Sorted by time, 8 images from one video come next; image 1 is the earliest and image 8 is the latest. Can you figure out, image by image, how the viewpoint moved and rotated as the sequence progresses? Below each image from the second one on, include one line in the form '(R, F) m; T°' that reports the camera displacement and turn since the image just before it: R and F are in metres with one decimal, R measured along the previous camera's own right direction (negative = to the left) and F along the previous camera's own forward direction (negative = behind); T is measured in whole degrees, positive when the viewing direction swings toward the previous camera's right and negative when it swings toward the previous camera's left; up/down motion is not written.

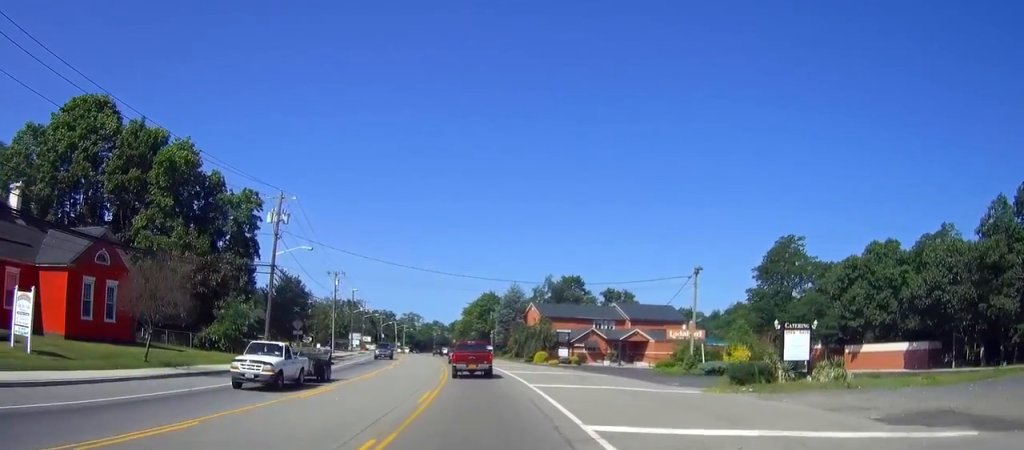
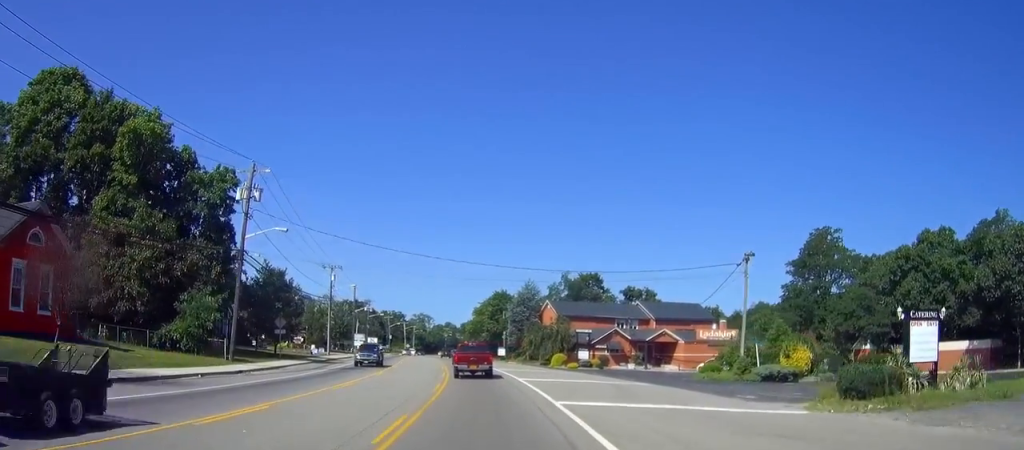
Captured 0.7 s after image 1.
(-0.1, +8.5) m; -1°
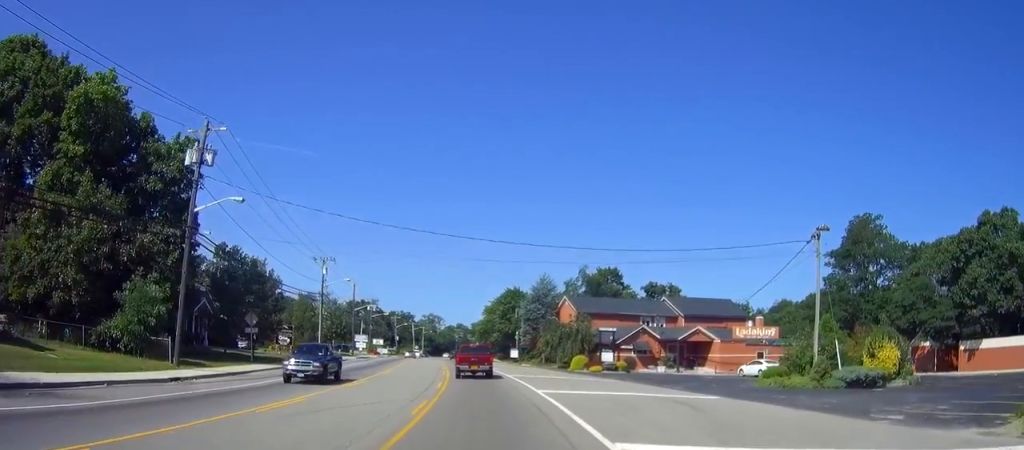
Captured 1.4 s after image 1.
(0.0, +9.0) m; -1°
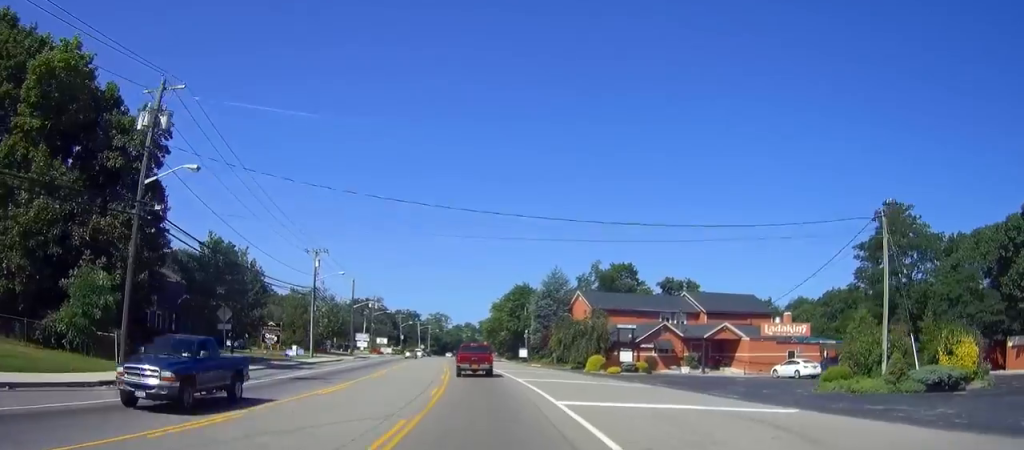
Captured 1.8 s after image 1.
(-0.1, +6.1) m; -1°
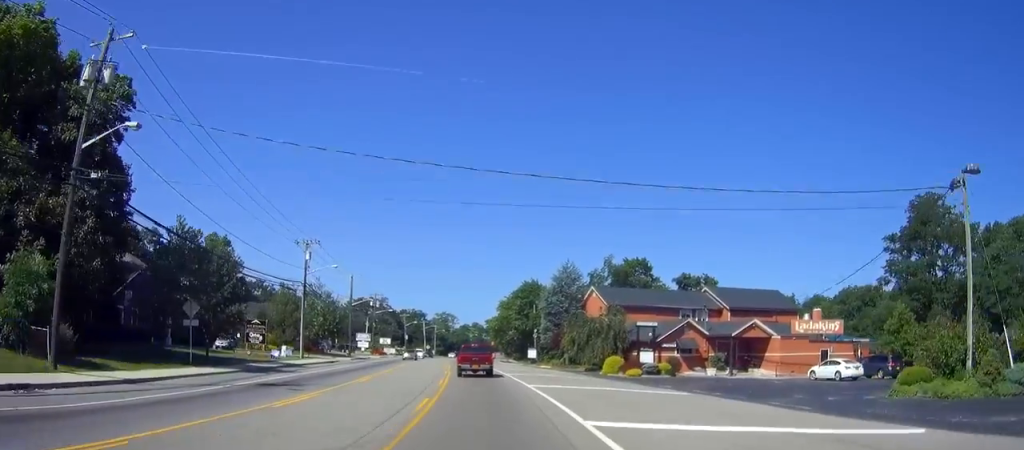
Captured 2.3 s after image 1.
(-0.1, +5.7) m; -1°
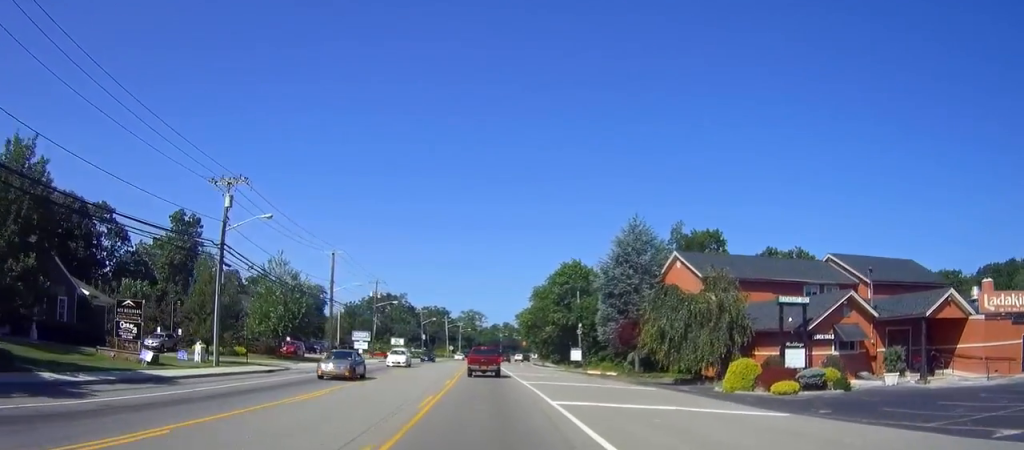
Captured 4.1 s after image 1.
(-0.2, +24.6) m; -1°
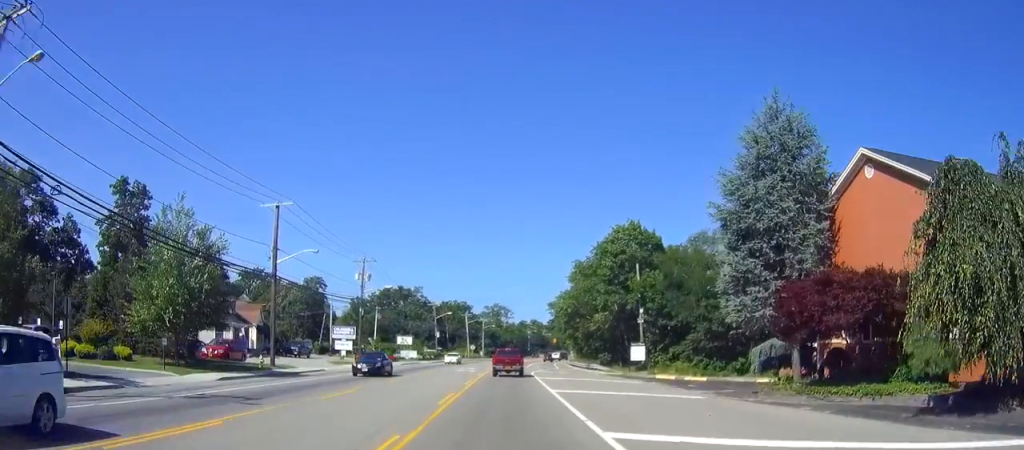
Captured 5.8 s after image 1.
(-0.3, +23.9) m; -1°
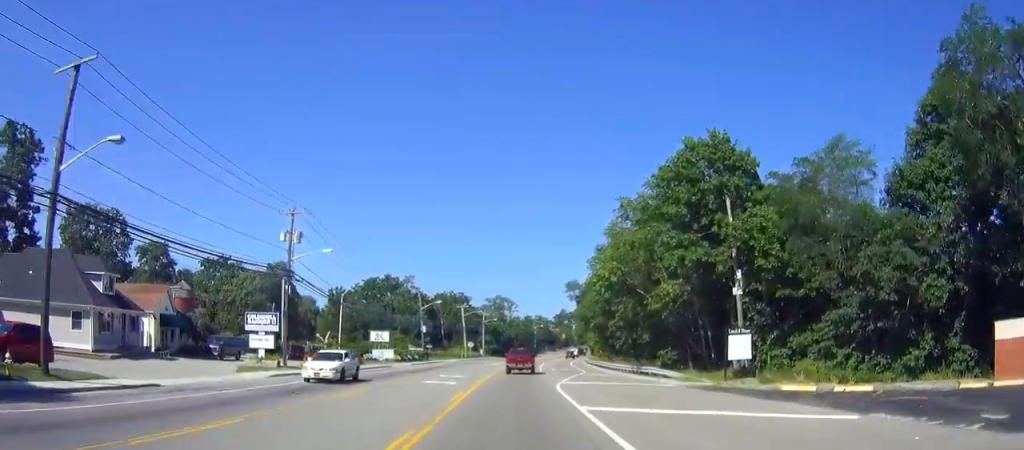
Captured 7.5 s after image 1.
(0.0, +24.8) m; 0°
